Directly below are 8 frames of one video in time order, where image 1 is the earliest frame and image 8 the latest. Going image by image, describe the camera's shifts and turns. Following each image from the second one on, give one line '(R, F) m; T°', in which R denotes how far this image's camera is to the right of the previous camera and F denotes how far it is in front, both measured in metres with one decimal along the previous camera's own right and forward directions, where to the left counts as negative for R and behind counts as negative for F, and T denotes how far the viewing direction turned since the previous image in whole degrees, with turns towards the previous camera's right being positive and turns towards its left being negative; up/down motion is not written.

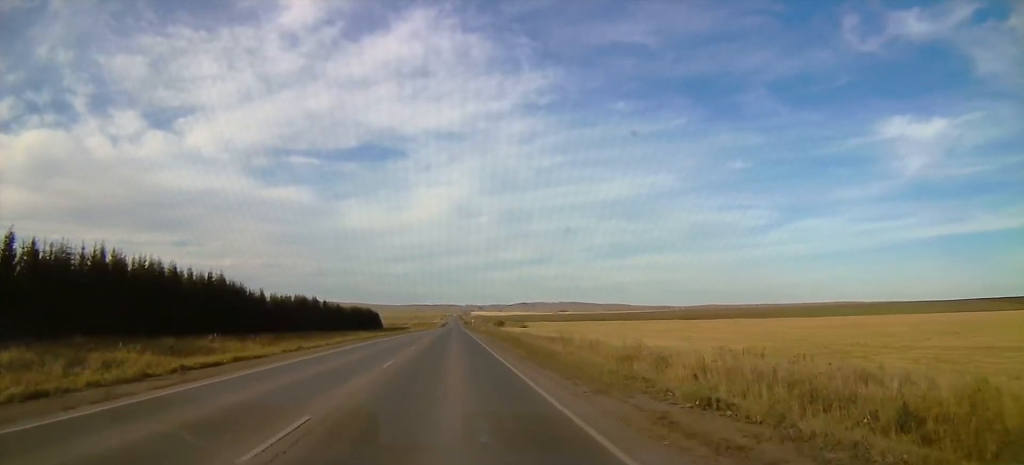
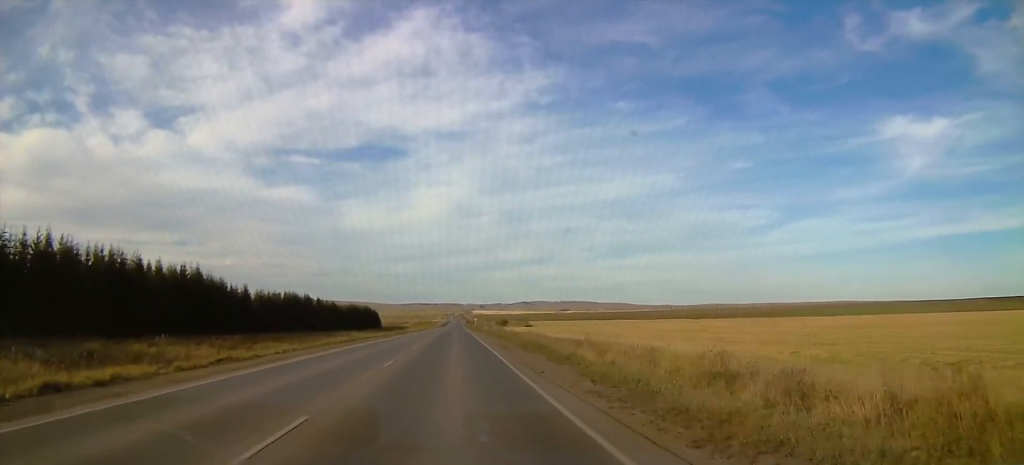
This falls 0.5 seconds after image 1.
(+0.5, +12.7) m; 0°
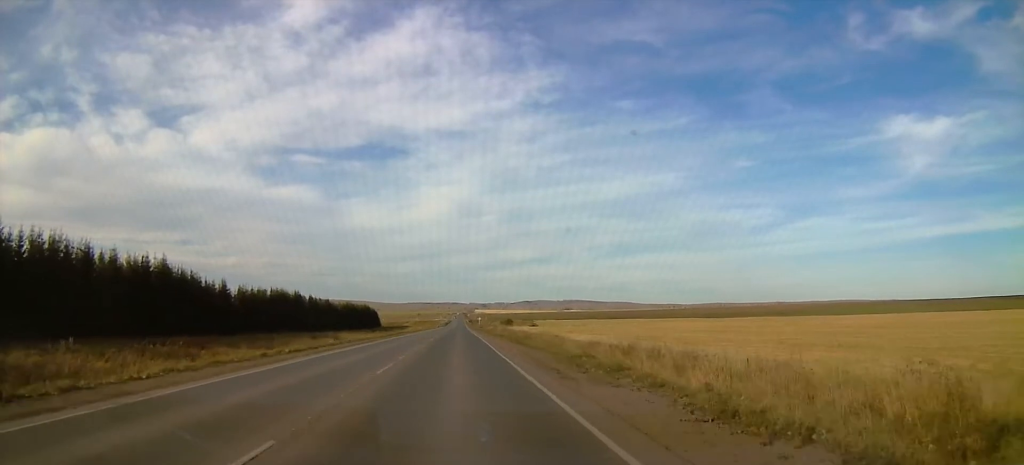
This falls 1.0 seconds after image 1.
(+0.3, +14.8) m; 0°
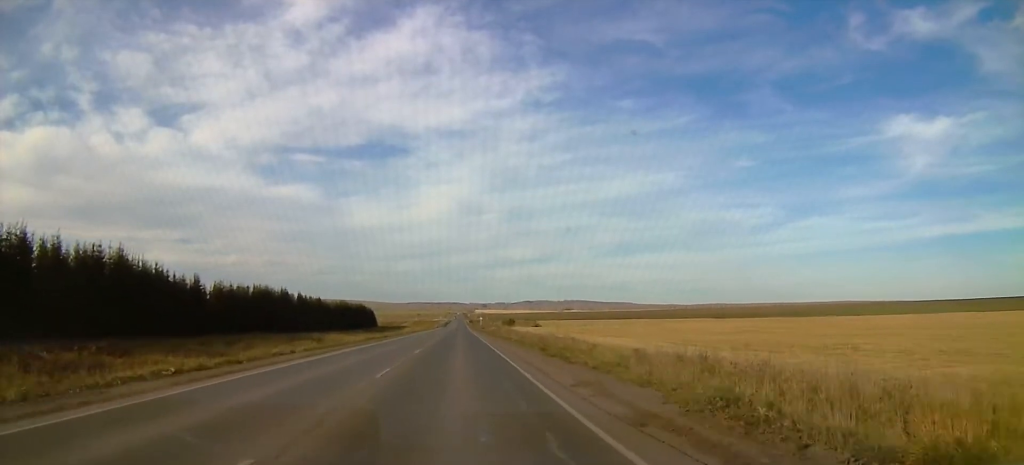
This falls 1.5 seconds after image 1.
(-0.4, +14.8) m; -1°
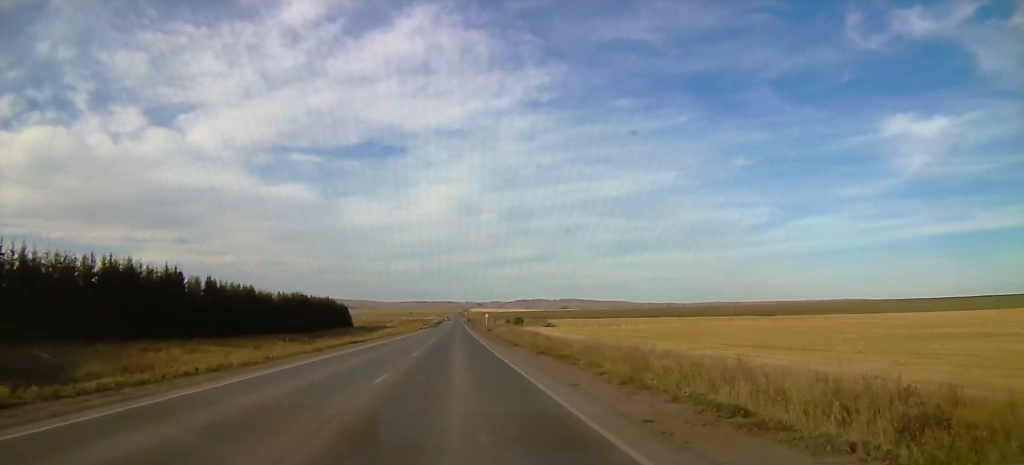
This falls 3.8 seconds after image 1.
(-1.1, +76.2) m; 0°
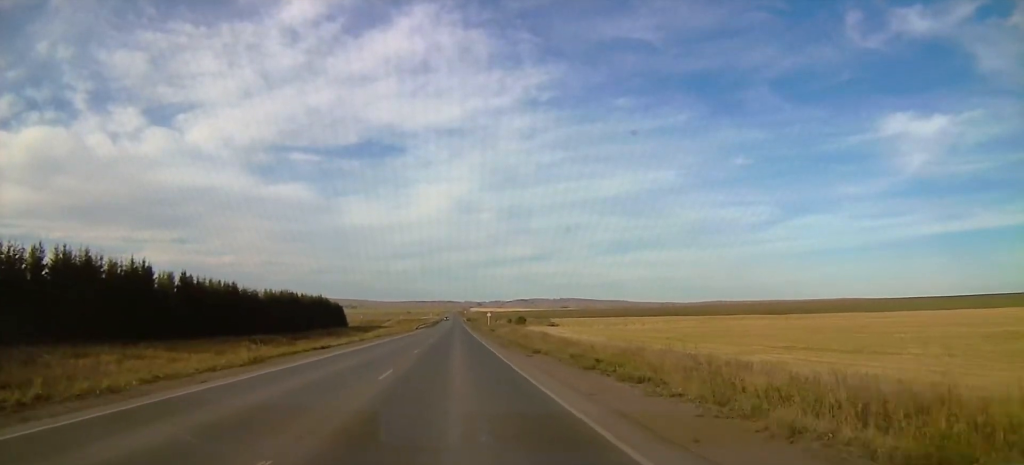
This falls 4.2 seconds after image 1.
(+0.3, +13.2) m; 0°
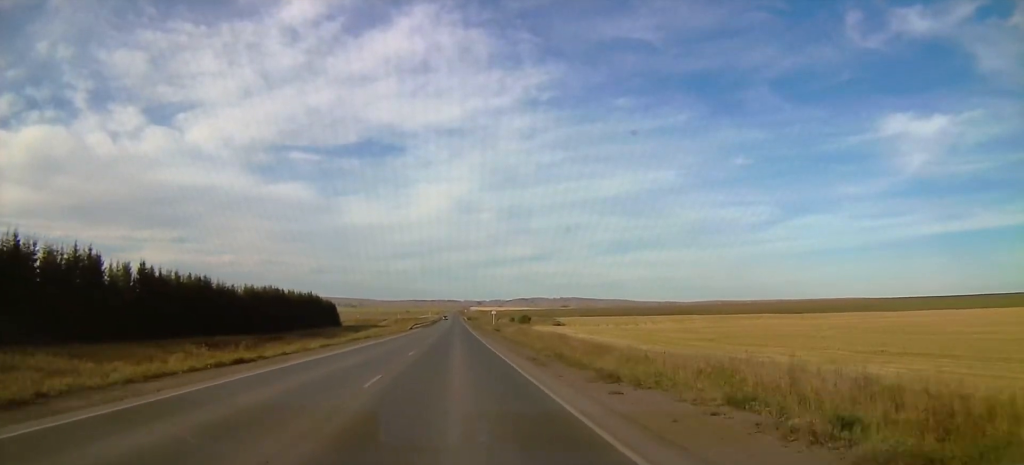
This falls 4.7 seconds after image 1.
(+0.5, +17.4) m; 0°
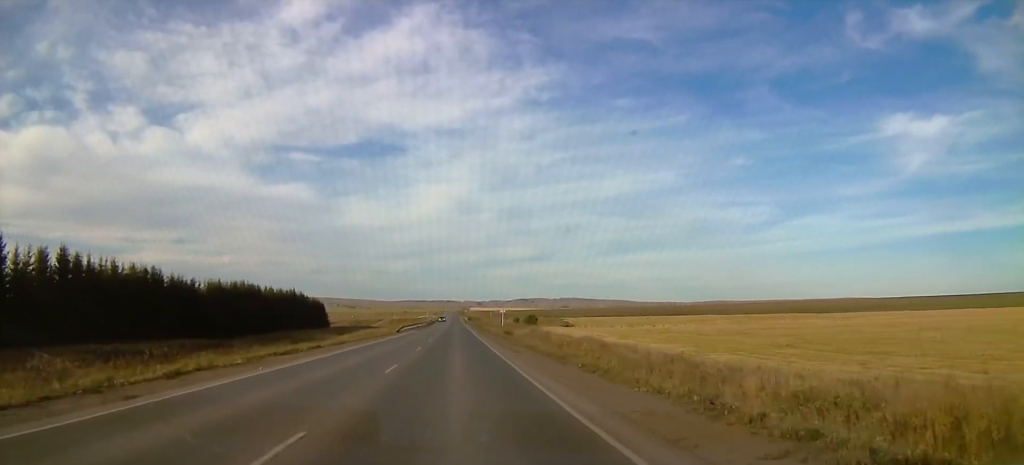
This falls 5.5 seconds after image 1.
(-0.3, +21.5) m; -1°
